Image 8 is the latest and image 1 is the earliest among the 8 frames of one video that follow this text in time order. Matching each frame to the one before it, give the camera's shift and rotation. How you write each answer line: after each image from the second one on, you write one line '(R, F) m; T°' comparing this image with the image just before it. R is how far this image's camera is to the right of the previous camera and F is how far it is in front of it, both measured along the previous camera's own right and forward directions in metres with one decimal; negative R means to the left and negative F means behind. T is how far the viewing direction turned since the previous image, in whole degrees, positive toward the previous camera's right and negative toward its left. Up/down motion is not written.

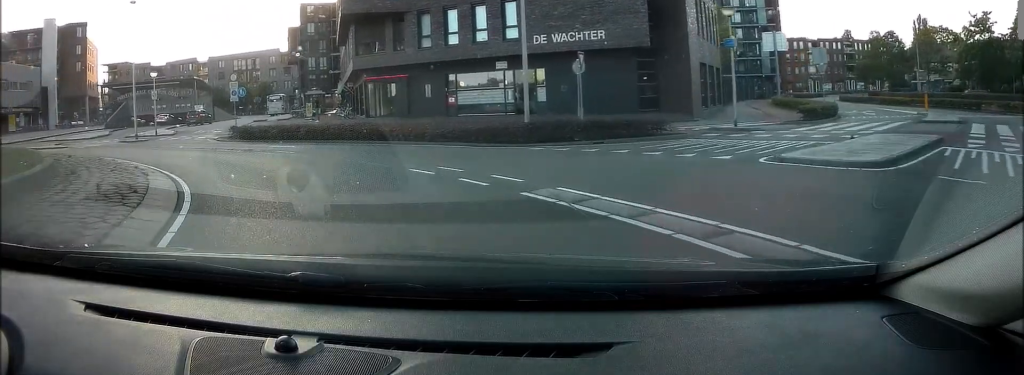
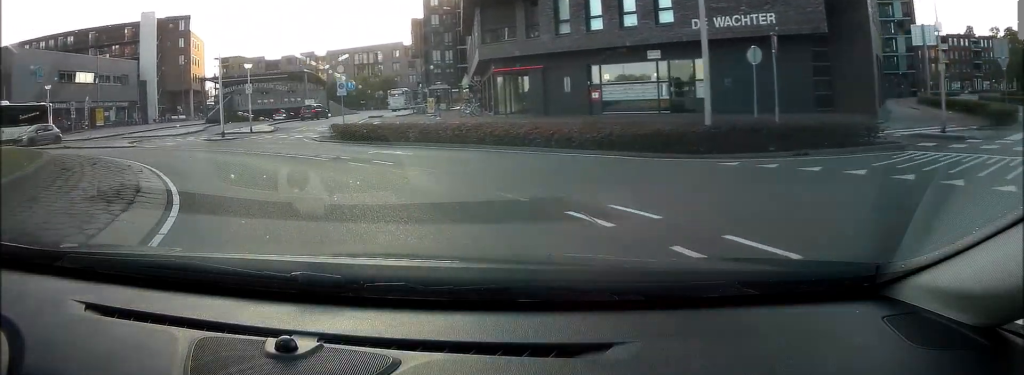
(-0.3, +4.4) m; -8°
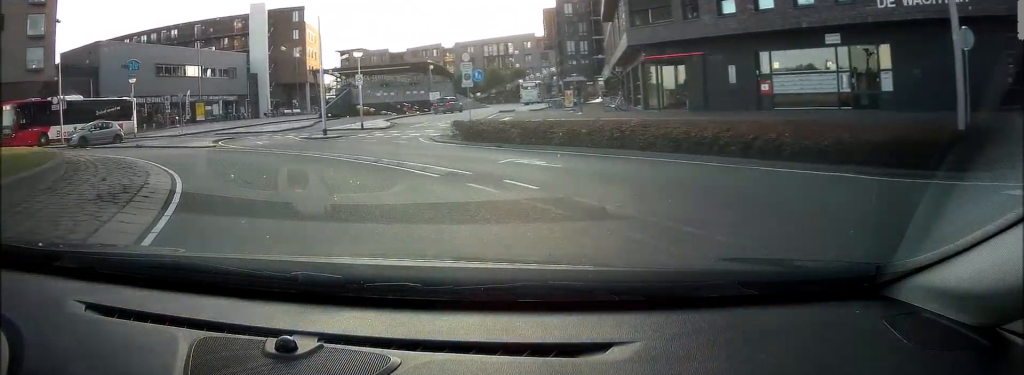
(-0.3, +4.6) m; -6°
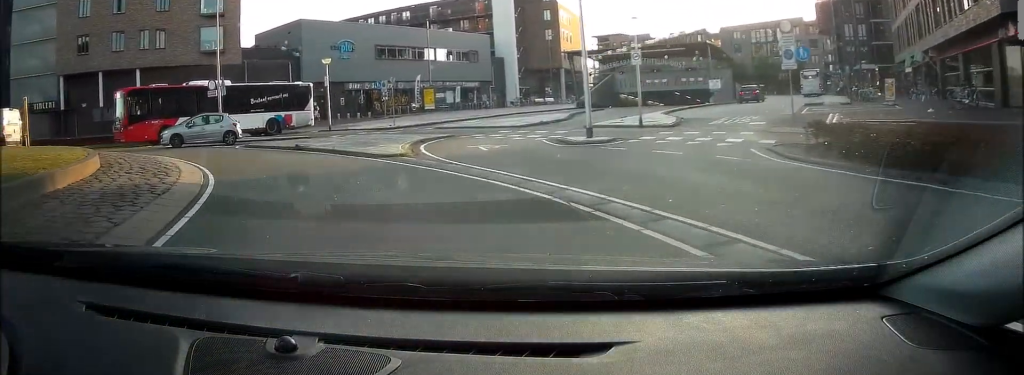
(-1.0, +9.9) m; -14°
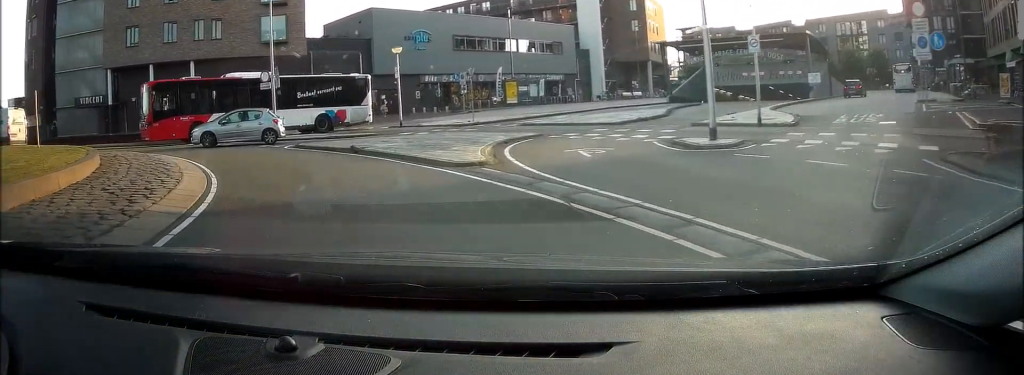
(+0.1, +3.7) m; -6°
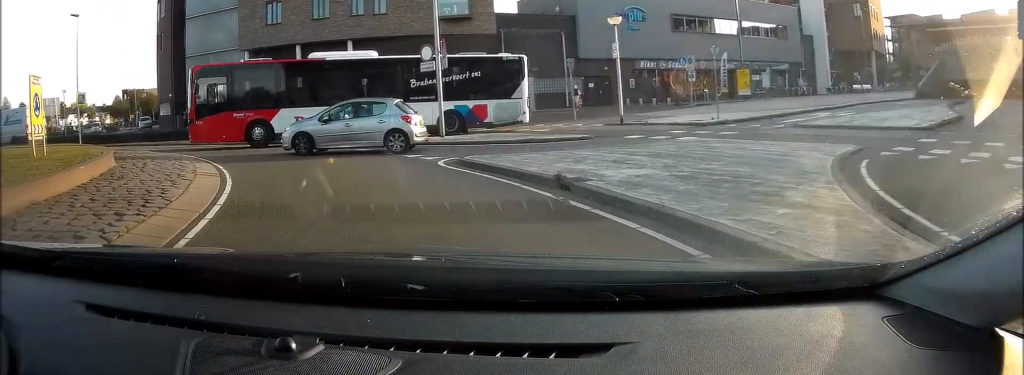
(-1.2, +9.4) m; -25°
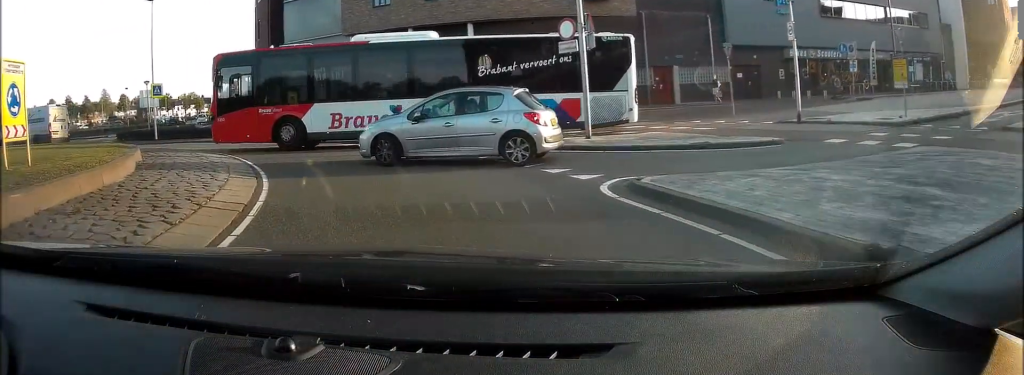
(-1.7, +5.0) m; -15°
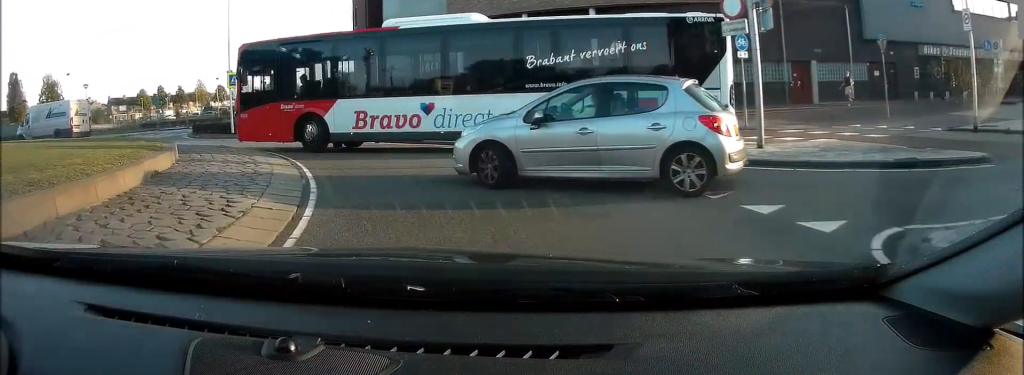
(-0.6, +4.8) m; -14°
